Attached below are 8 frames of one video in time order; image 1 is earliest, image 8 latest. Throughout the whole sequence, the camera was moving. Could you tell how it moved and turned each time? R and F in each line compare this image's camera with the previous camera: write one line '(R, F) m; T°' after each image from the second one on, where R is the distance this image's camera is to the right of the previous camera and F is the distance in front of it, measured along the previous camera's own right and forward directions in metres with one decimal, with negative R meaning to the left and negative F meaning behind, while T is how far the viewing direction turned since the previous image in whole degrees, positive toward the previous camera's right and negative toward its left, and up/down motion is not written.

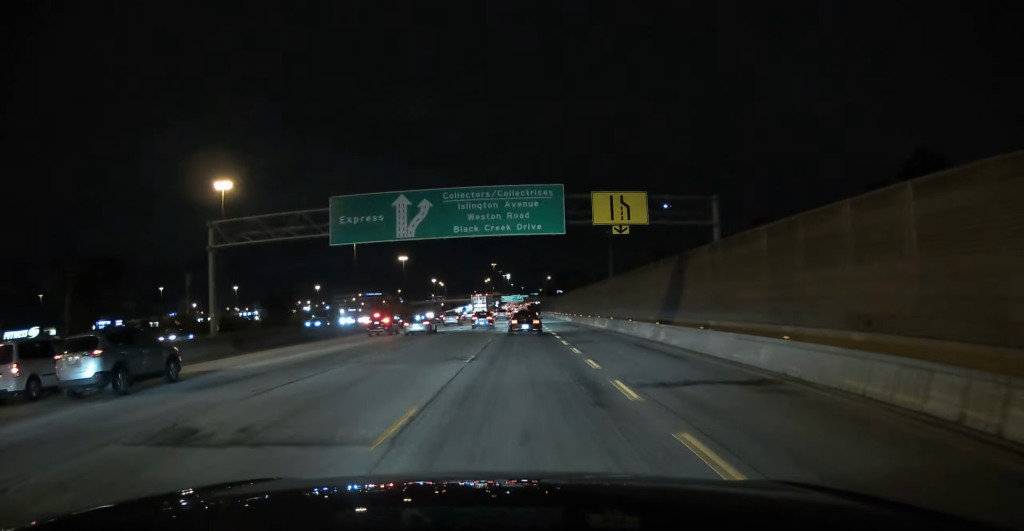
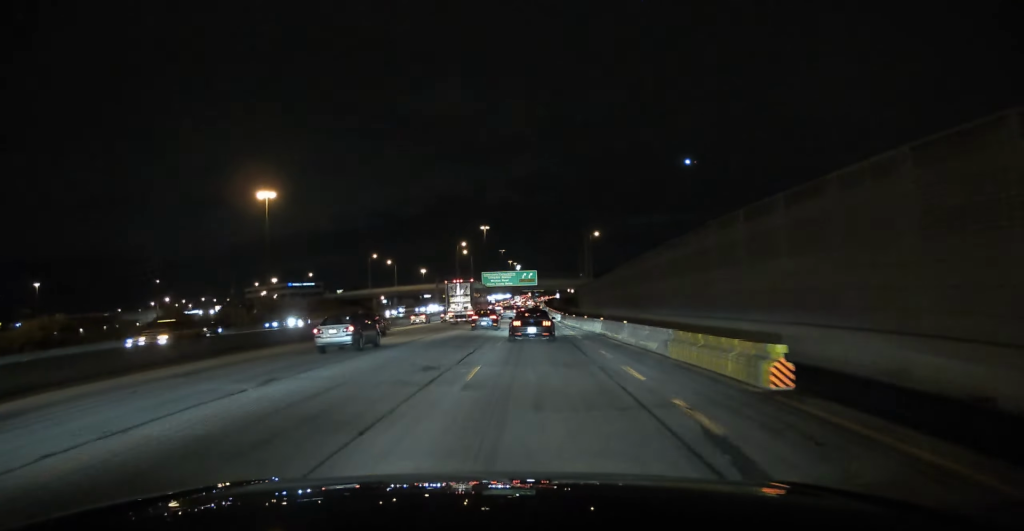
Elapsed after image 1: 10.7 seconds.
(-0.7, +193.5) m; -1°
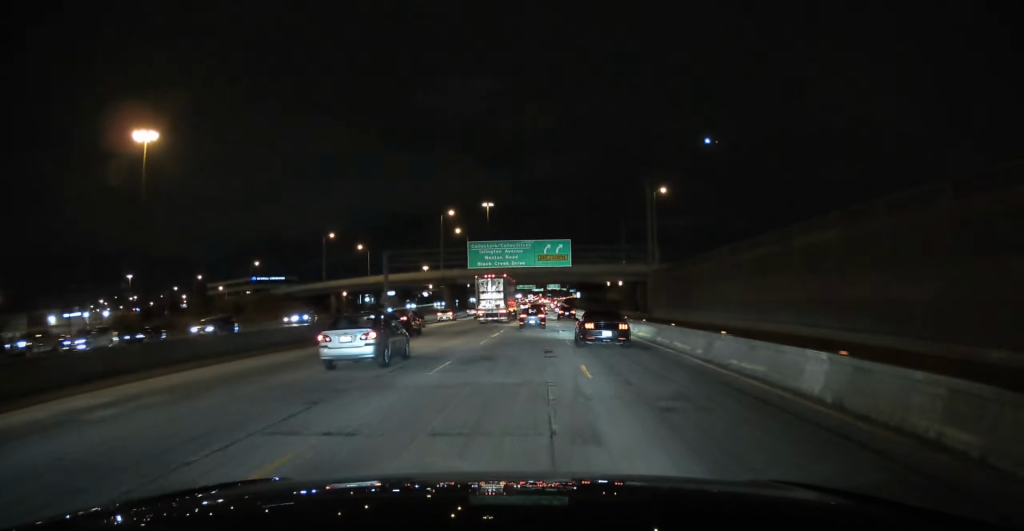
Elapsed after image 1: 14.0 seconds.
(-0.2, +61.5) m; 0°
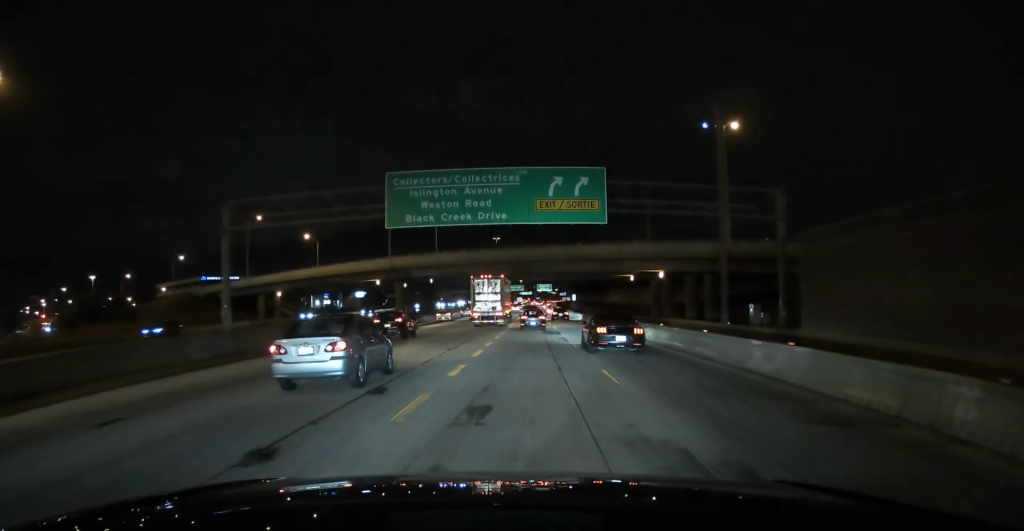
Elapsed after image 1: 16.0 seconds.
(-0.2, +36.9) m; 0°
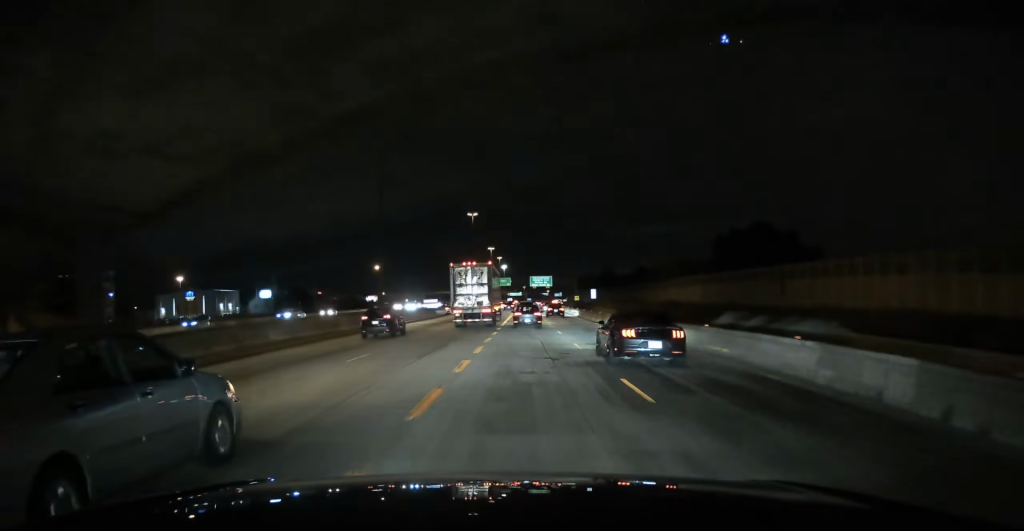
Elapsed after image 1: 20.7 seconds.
(+0.9, +86.0) m; +1°
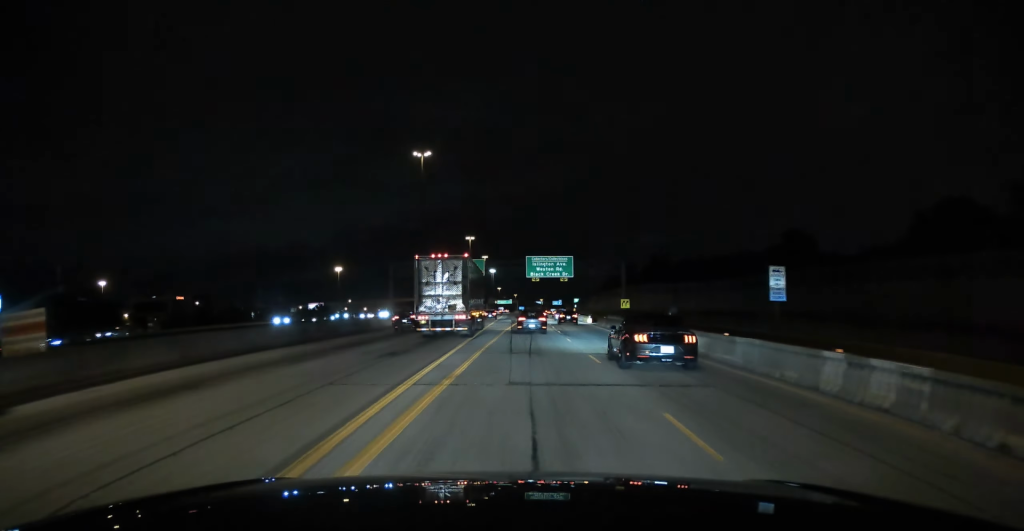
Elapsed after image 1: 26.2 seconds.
(+0.9, +100.9) m; +1°
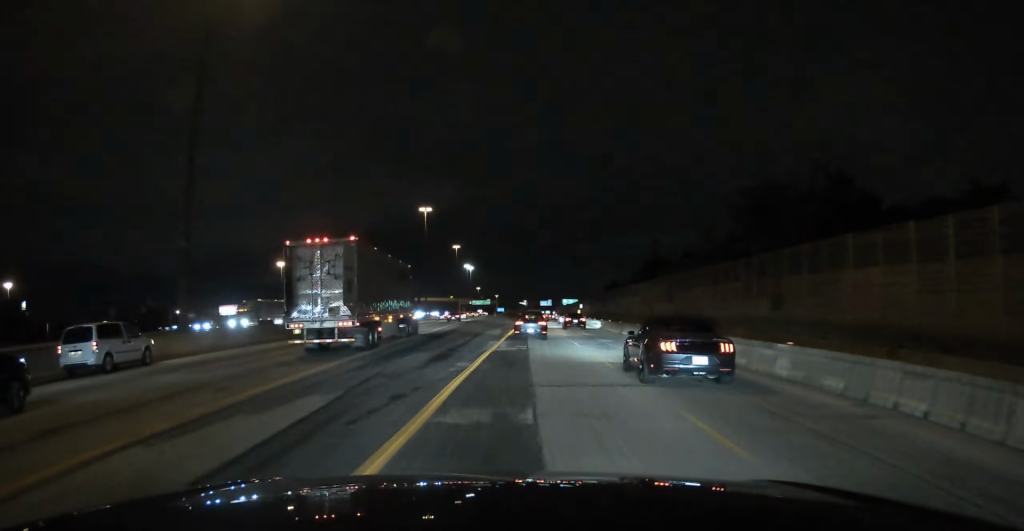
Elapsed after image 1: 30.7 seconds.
(+0.8, +83.1) m; +2°
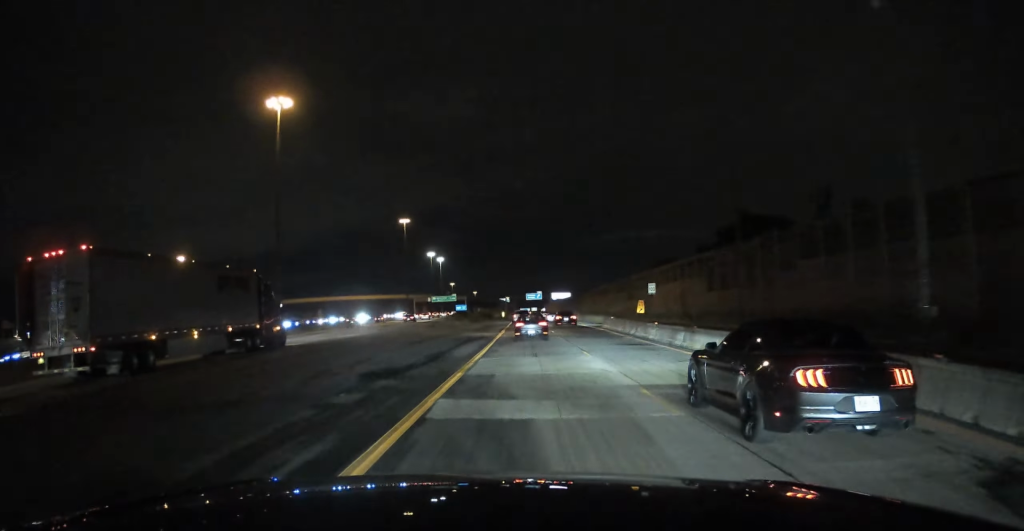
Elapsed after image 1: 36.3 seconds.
(+1.8, +108.4) m; +1°
